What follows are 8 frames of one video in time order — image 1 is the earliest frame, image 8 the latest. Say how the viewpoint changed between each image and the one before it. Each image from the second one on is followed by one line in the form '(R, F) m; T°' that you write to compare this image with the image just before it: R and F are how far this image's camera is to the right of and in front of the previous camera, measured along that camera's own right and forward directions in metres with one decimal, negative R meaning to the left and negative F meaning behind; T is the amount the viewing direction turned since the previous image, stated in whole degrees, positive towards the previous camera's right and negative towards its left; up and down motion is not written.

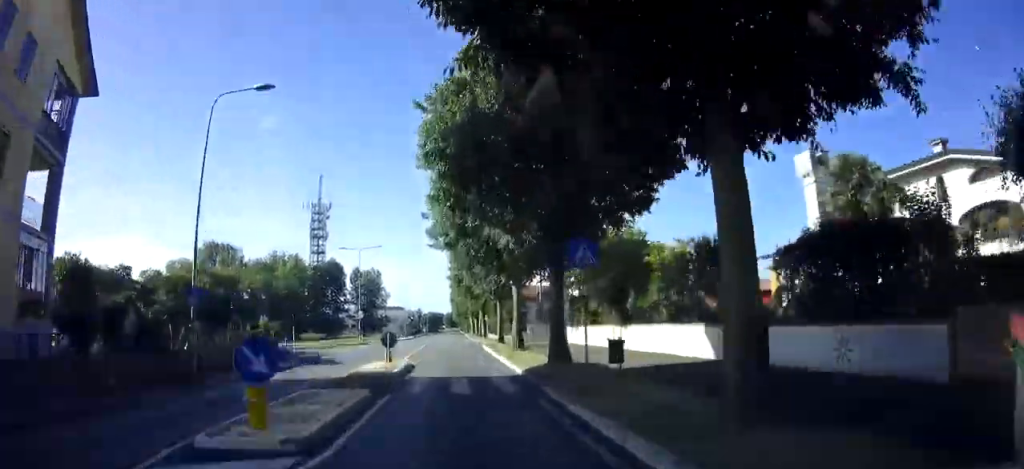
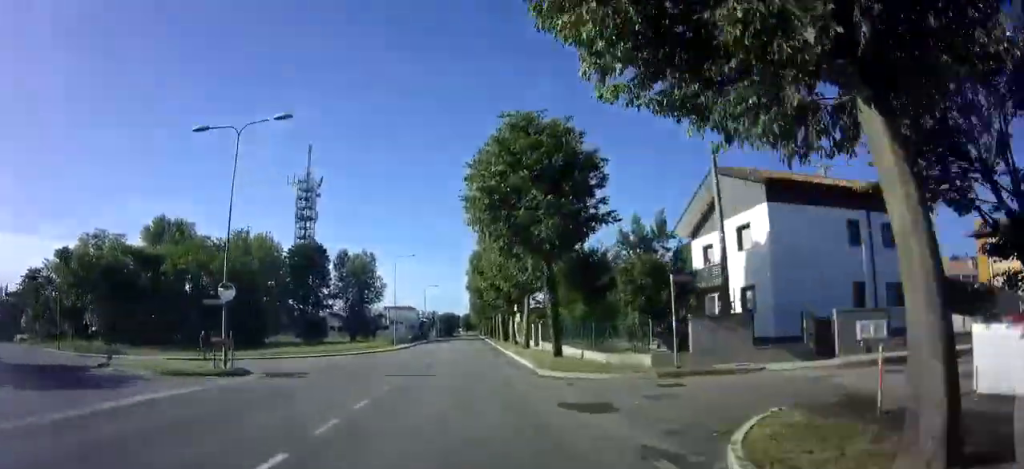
(-0.5, +31.7) m; -1°
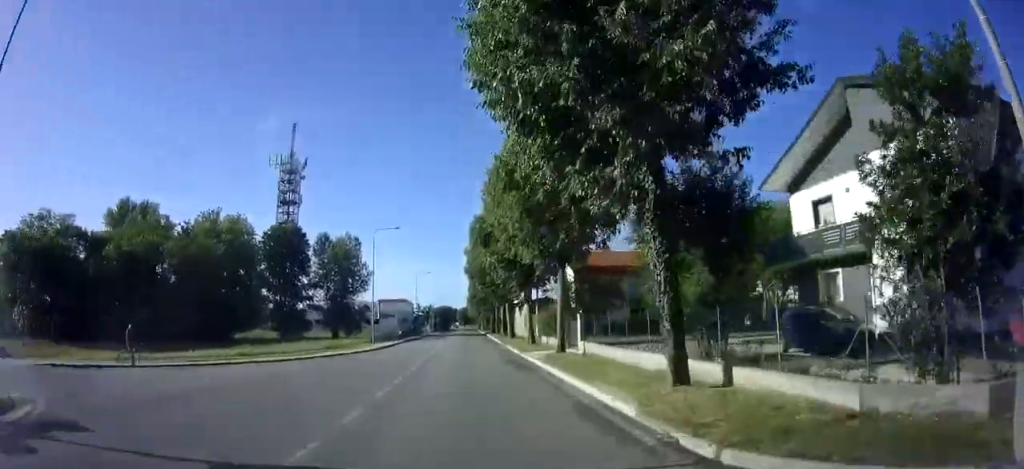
(-0.1, +11.7) m; 0°
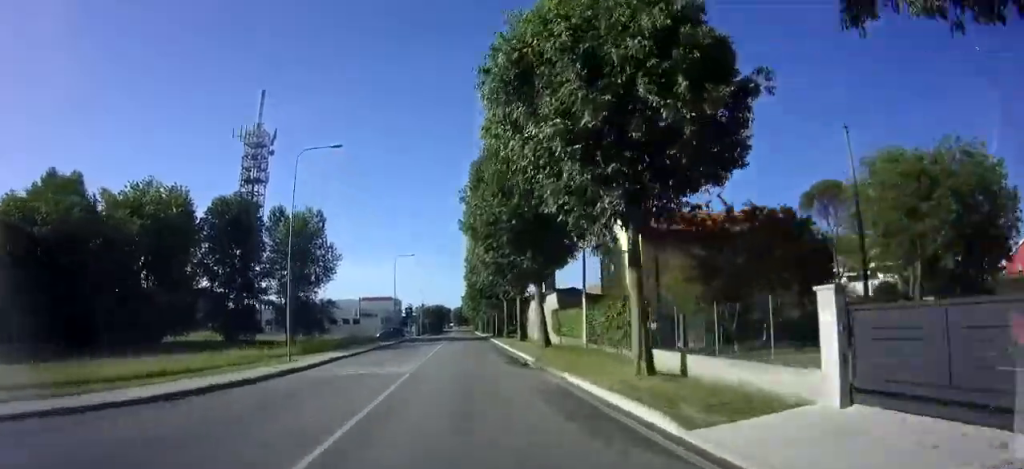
(+0.2, +20.2) m; 0°
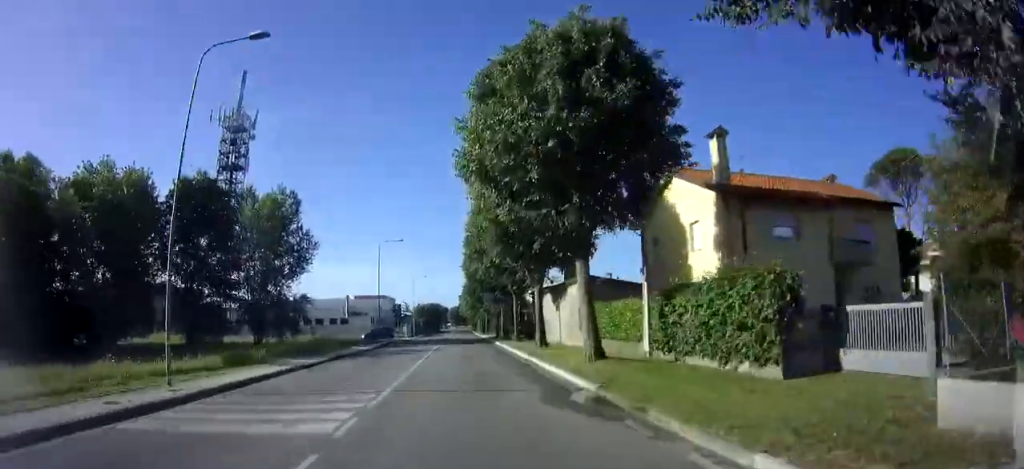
(-0.2, +9.6) m; 0°
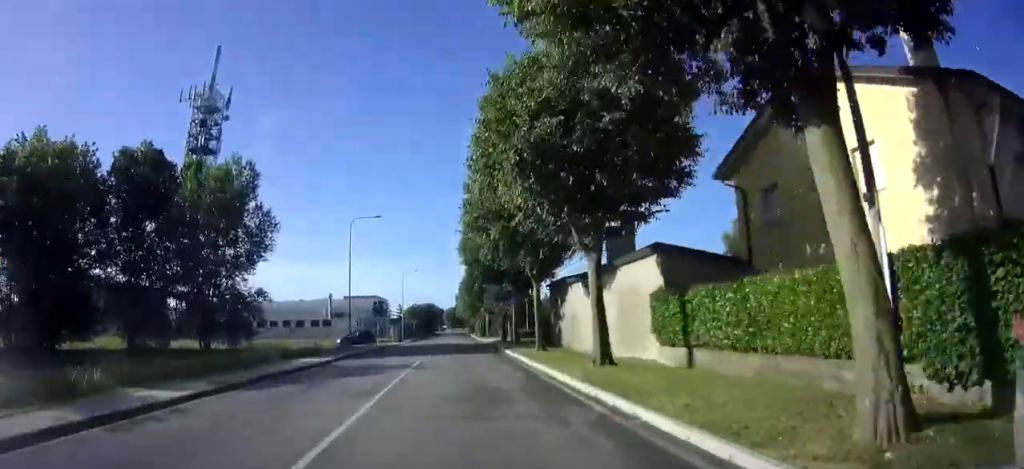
(+0.1, +11.3) m; 0°
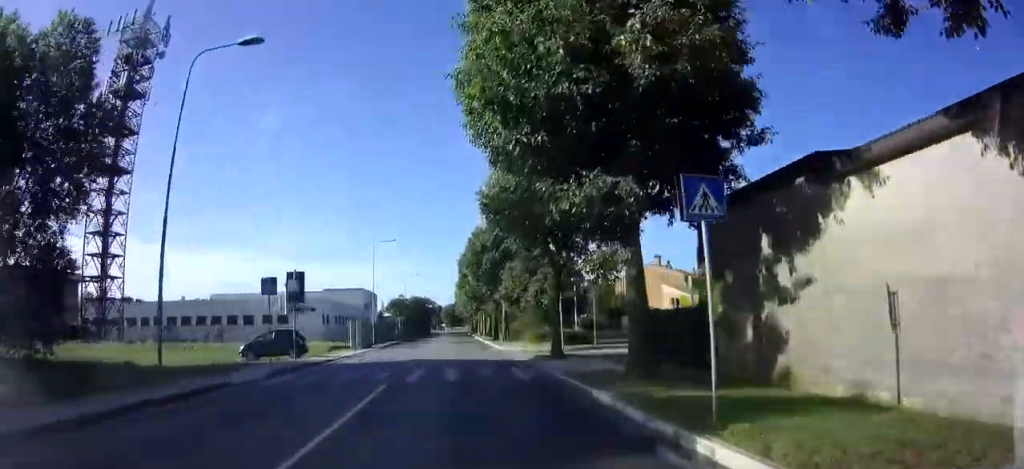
(0.0, +24.3) m; 0°
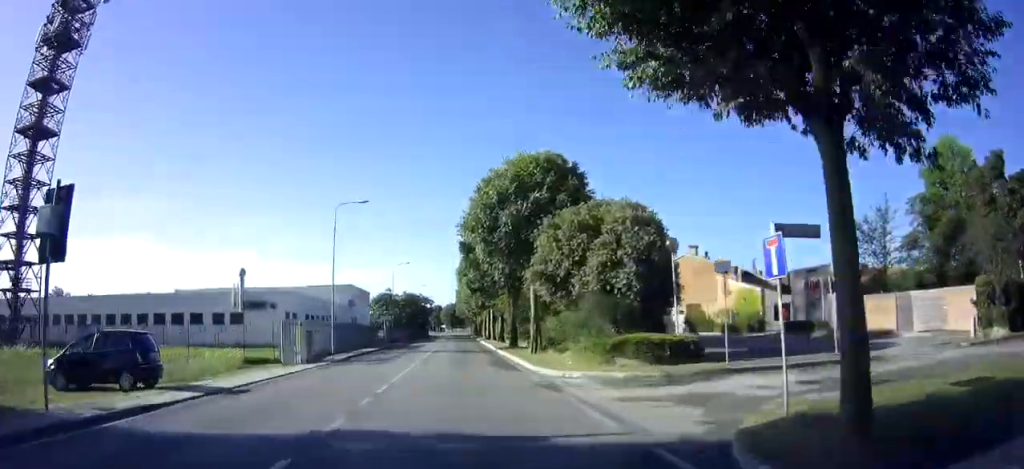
(+0.1, +15.4) m; 0°
